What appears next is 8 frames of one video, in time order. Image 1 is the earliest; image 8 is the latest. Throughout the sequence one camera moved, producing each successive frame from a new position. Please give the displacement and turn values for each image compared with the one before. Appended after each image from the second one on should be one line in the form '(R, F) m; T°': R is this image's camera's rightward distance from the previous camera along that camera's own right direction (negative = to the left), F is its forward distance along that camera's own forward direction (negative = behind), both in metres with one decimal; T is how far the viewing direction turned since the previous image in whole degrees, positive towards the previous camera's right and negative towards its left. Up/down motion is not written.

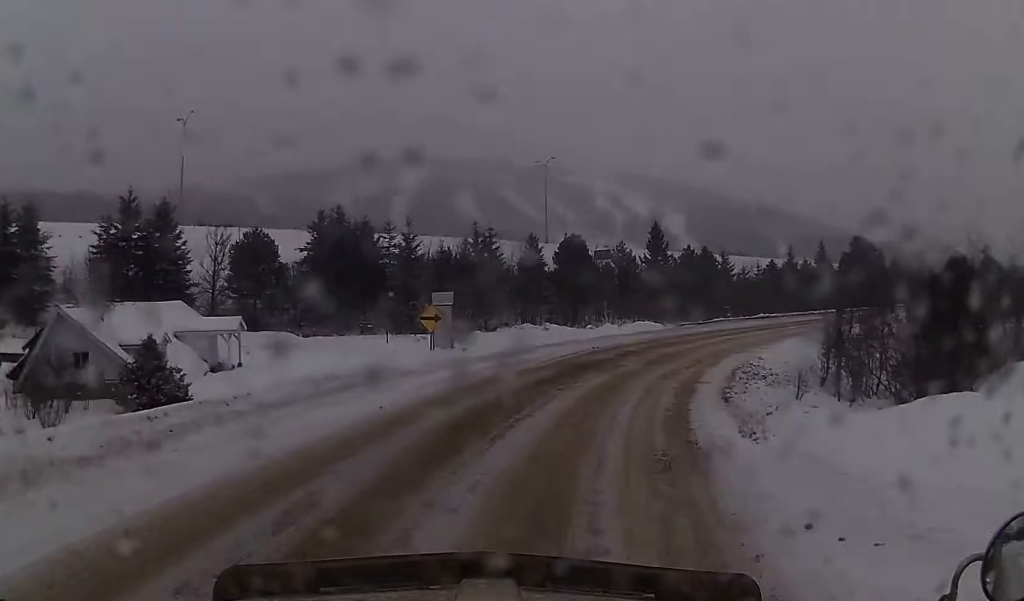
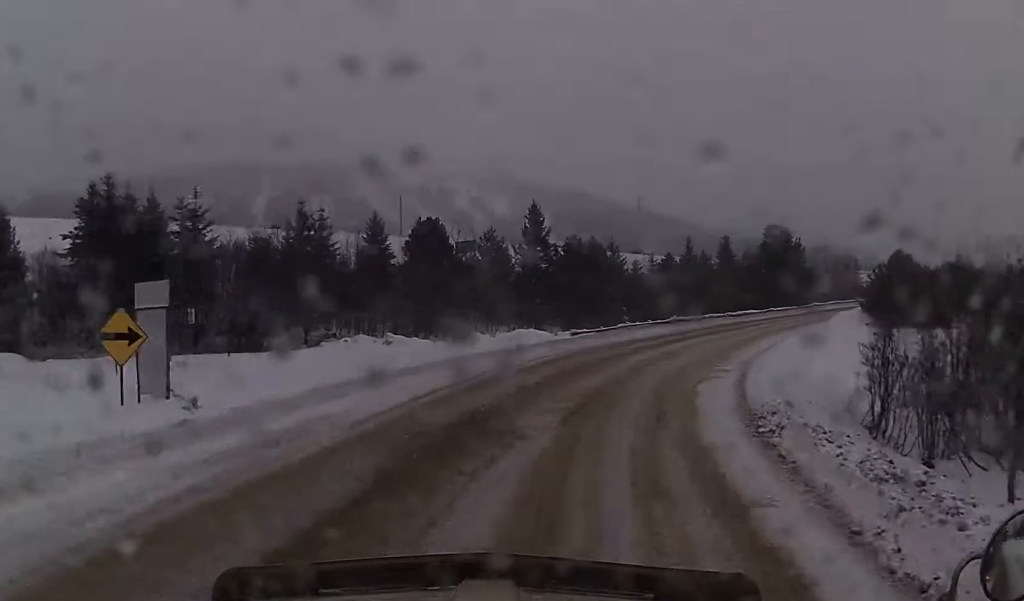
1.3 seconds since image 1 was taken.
(+1.1, +17.4) m; +10°
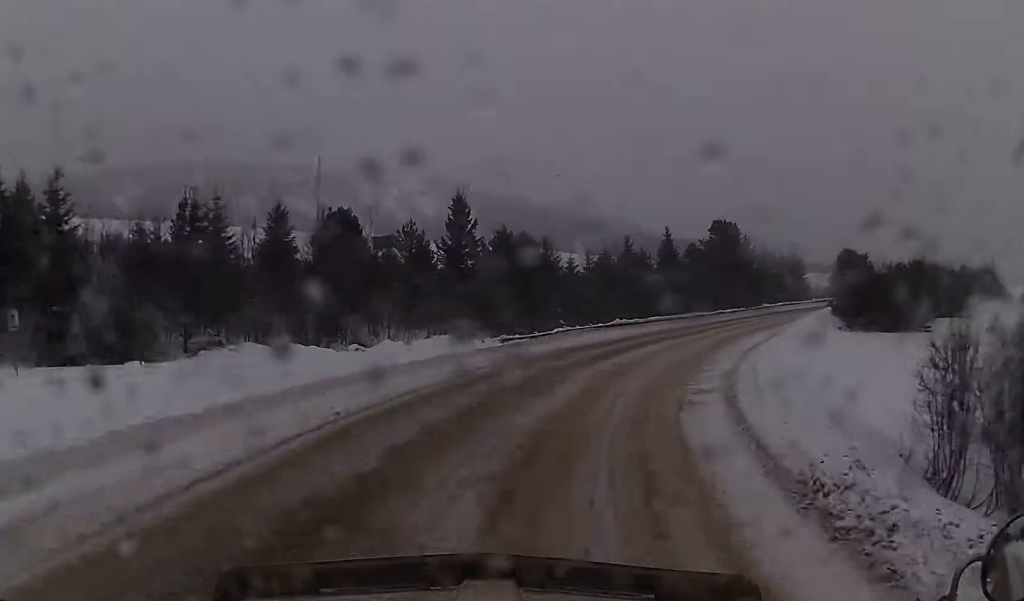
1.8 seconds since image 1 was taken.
(+0.5, +7.3) m; +6°
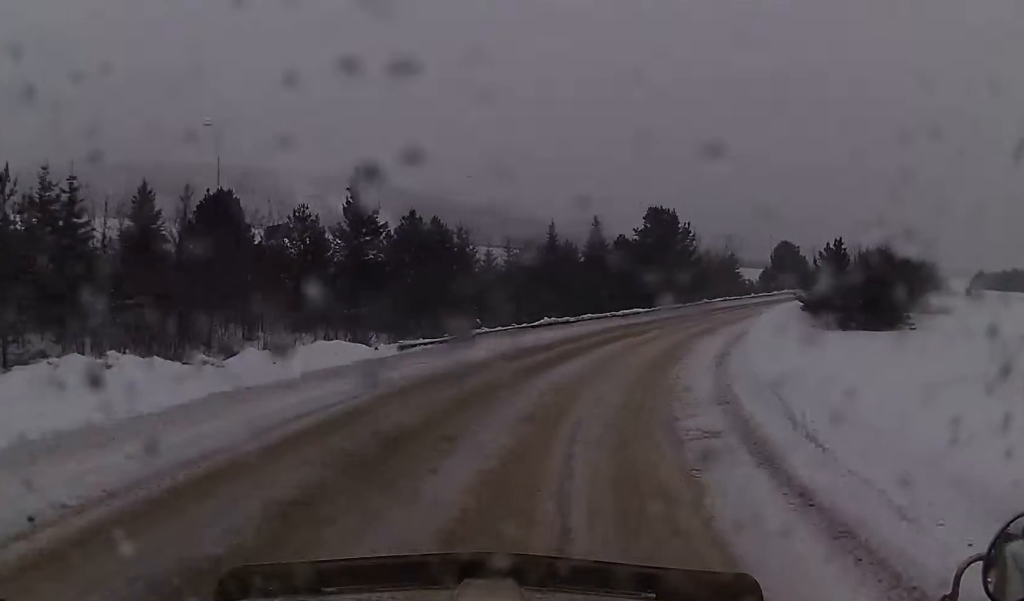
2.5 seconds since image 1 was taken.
(+0.3, +8.6) m; +6°
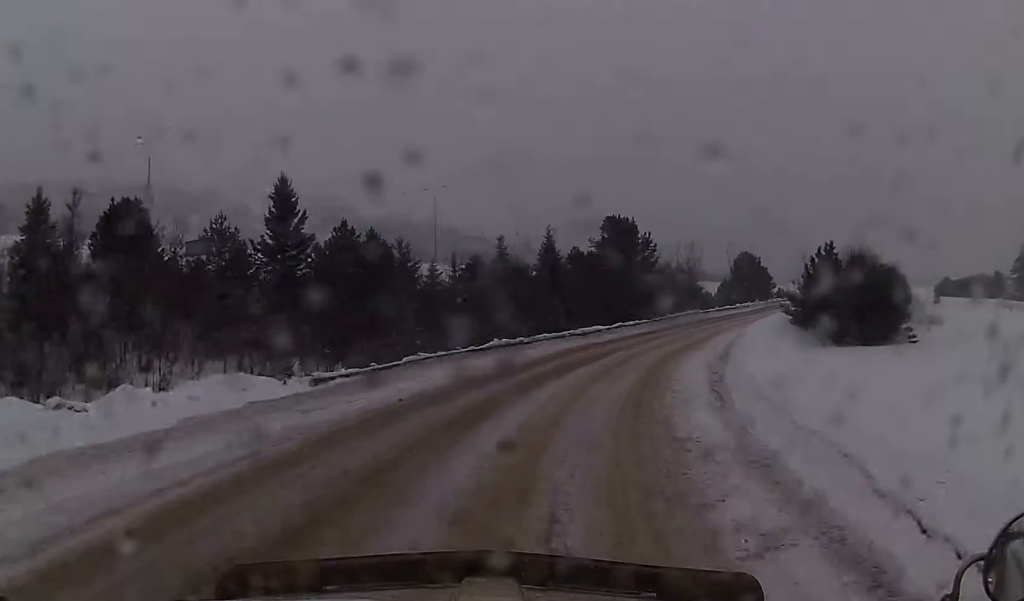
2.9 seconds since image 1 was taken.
(+0.5, +6.0) m; +3°
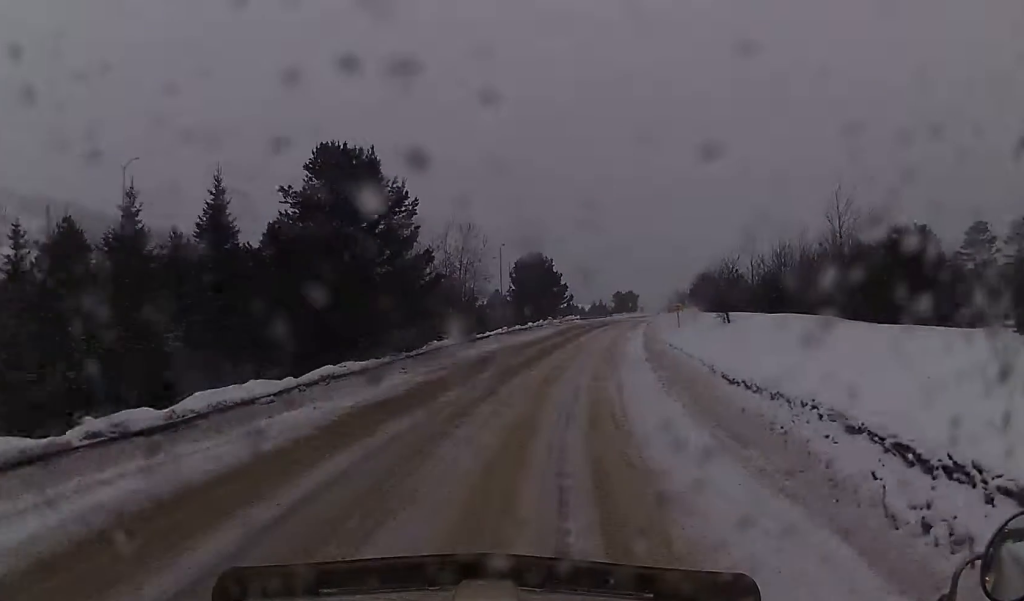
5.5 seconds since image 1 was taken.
(+5.7, +35.2) m; +19°
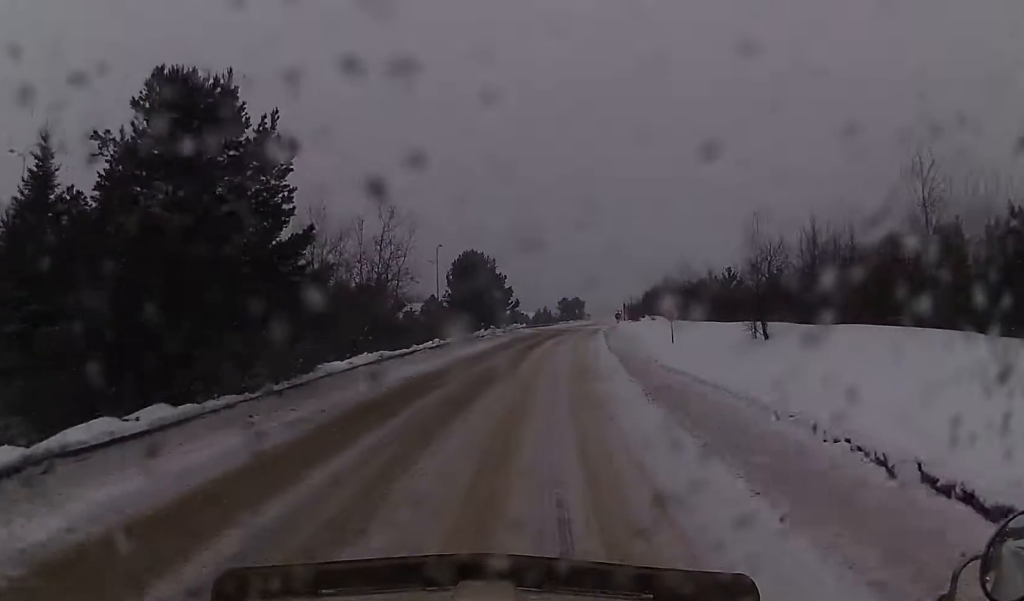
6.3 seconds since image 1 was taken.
(+0.5, +12.4) m; +5°
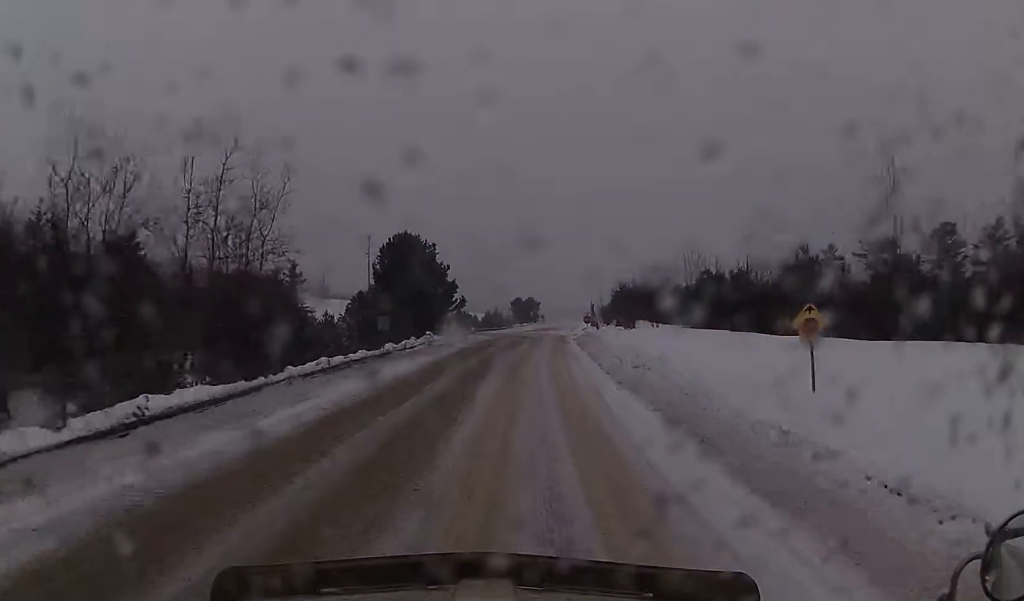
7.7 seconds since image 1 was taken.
(+0.9, +19.3) m; +4°
